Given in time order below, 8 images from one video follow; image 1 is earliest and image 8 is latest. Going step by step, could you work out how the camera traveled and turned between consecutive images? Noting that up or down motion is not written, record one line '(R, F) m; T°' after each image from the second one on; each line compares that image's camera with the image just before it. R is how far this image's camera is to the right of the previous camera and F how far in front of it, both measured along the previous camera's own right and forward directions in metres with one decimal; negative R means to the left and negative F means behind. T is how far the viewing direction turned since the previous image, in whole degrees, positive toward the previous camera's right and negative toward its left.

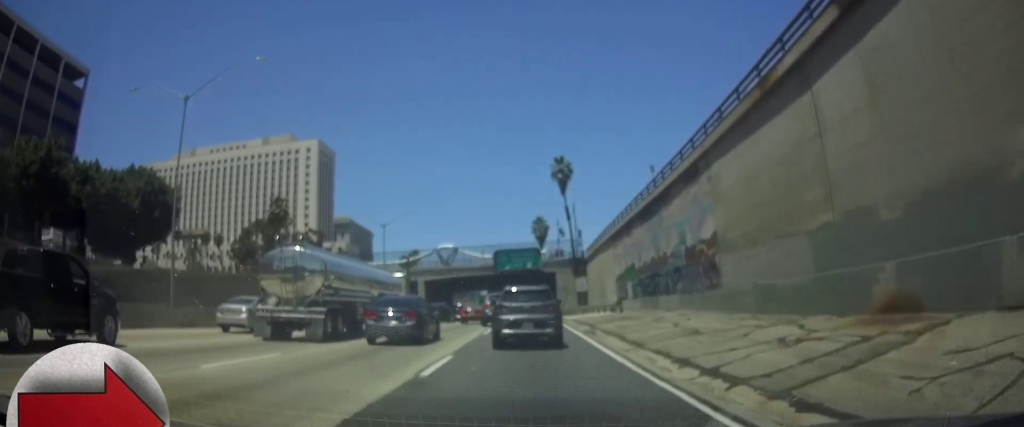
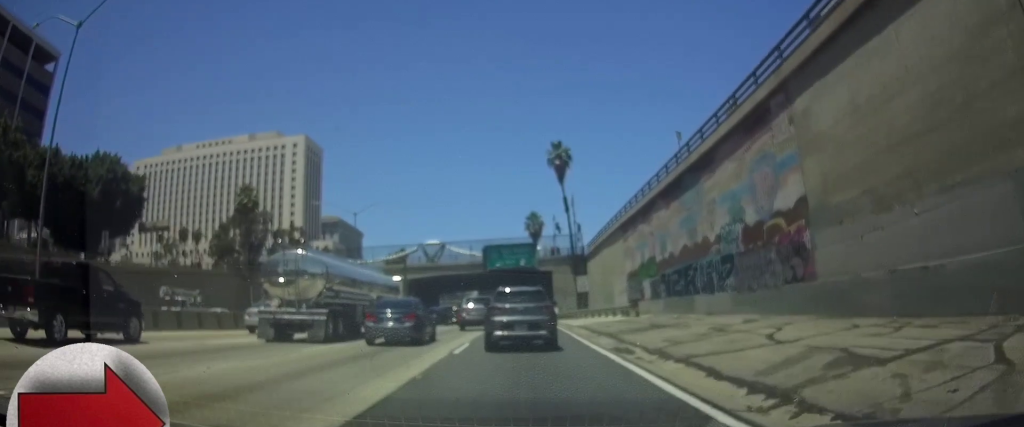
(-0.6, +8.4) m; -3°
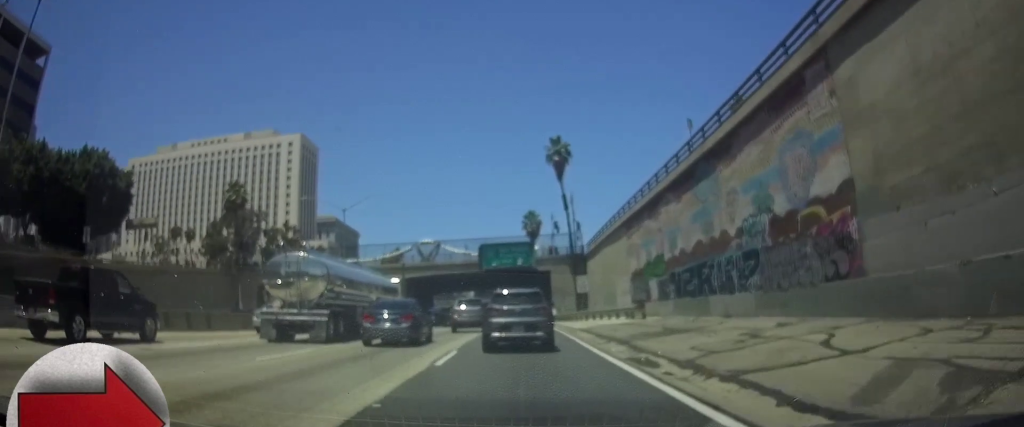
(0.0, +2.9) m; +1°
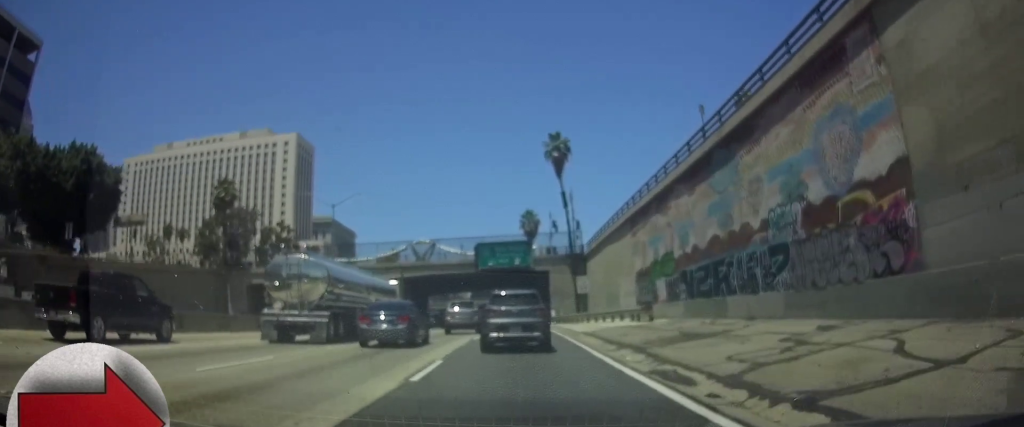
(+0.1, +2.8) m; +1°
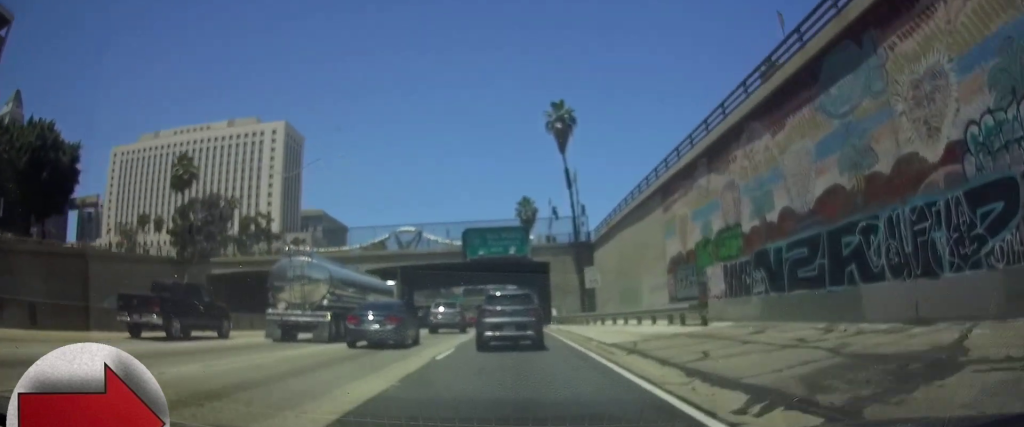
(+0.3, +11.4) m; +2°
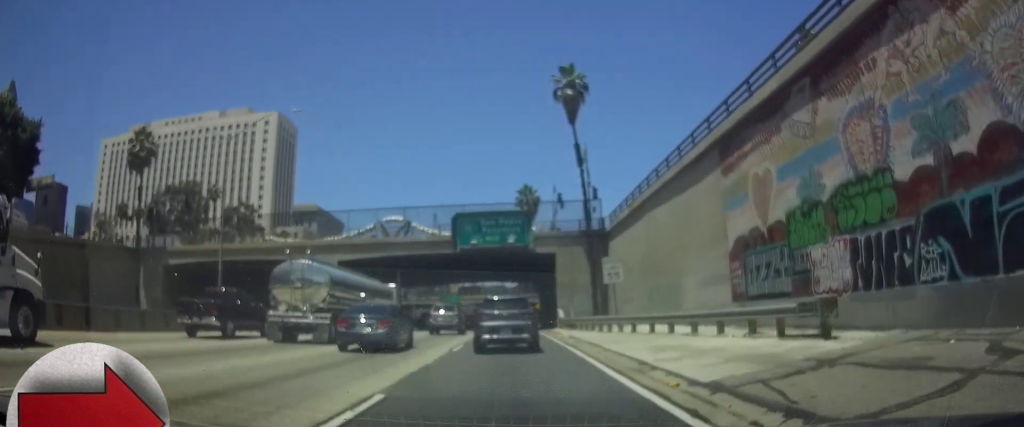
(+0.1, +11.4) m; 0°
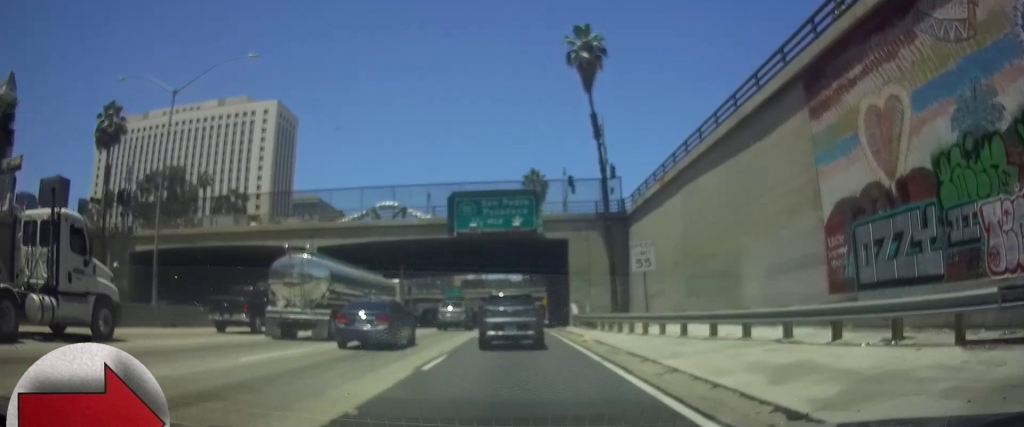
(0.0, +7.9) m; -1°
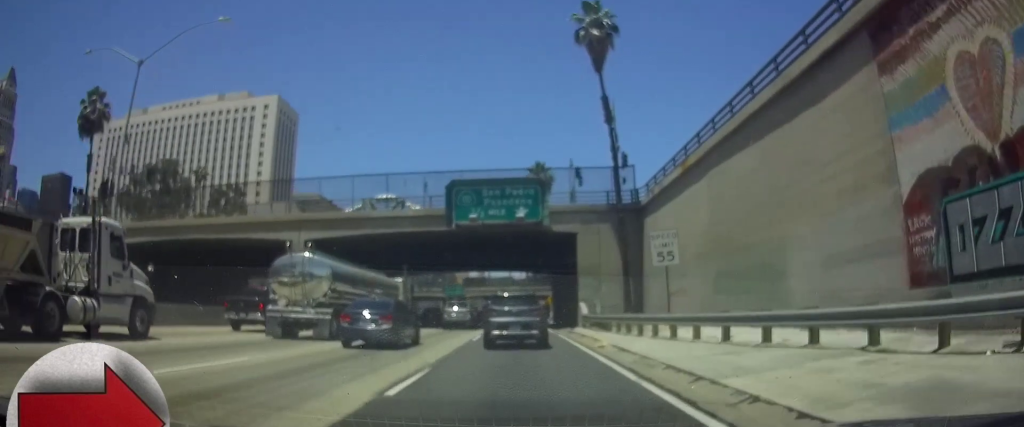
(0.0, +4.2) m; -1°
